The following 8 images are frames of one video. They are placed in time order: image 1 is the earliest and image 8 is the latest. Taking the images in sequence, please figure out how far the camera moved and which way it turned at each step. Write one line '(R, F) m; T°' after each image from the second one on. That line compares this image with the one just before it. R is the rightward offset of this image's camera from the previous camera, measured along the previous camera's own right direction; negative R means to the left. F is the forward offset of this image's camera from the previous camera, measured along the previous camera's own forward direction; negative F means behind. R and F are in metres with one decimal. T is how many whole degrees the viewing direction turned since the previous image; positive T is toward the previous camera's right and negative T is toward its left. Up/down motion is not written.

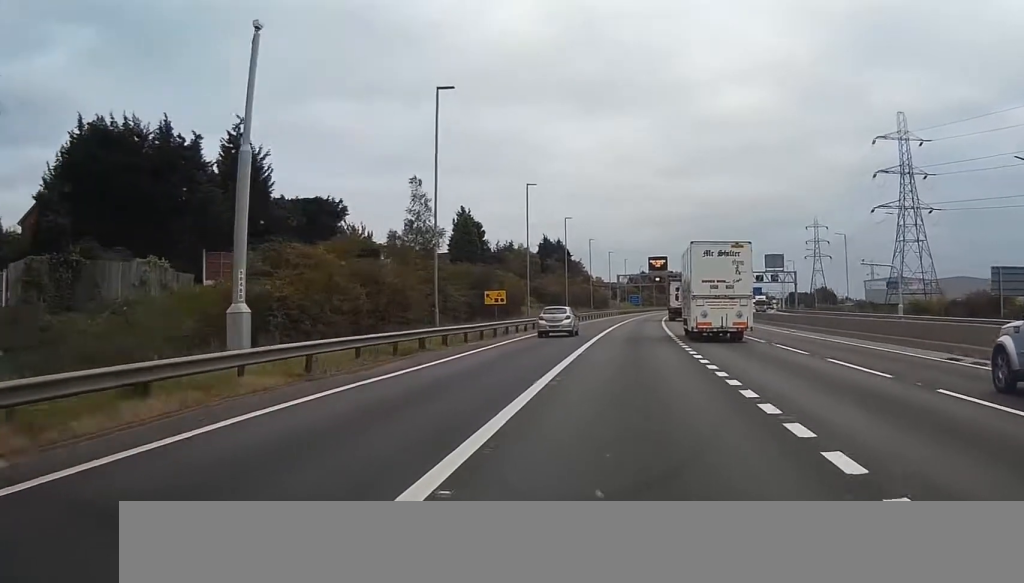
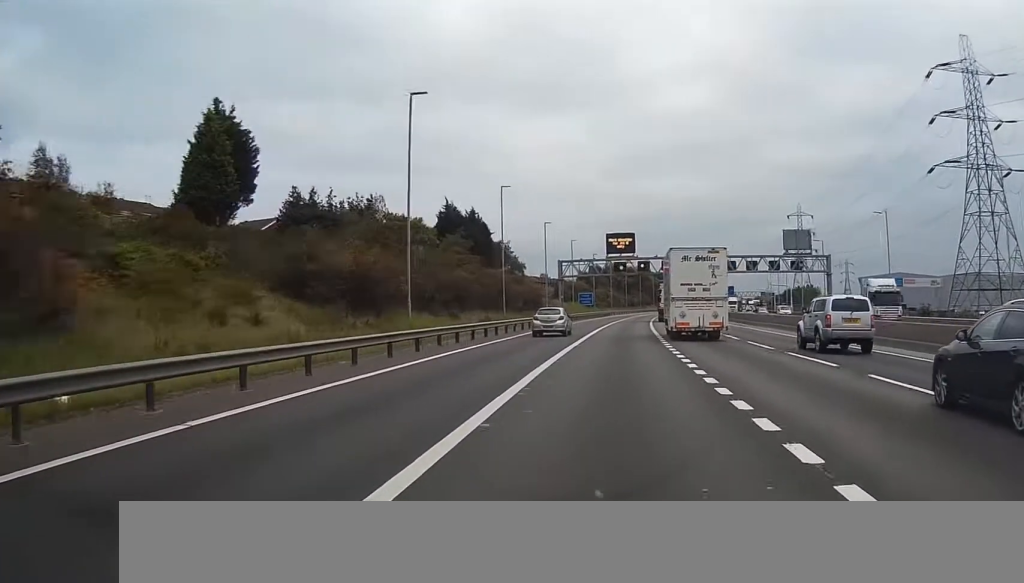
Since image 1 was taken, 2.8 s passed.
(+1.8, +65.9) m; +3°
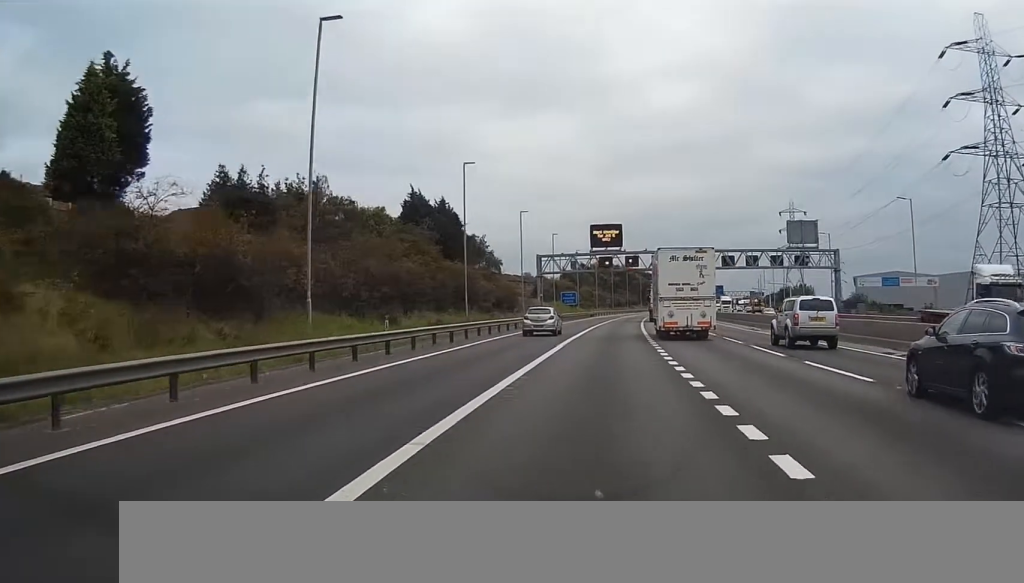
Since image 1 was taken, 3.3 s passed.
(-0.1, +12.9) m; 0°
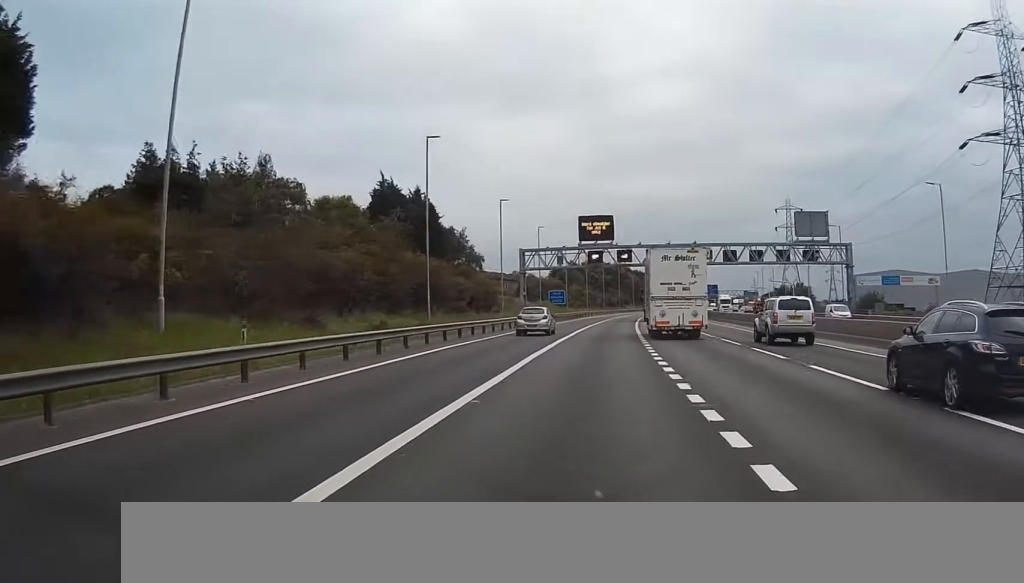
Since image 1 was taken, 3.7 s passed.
(+0.1, +10.7) m; +1°
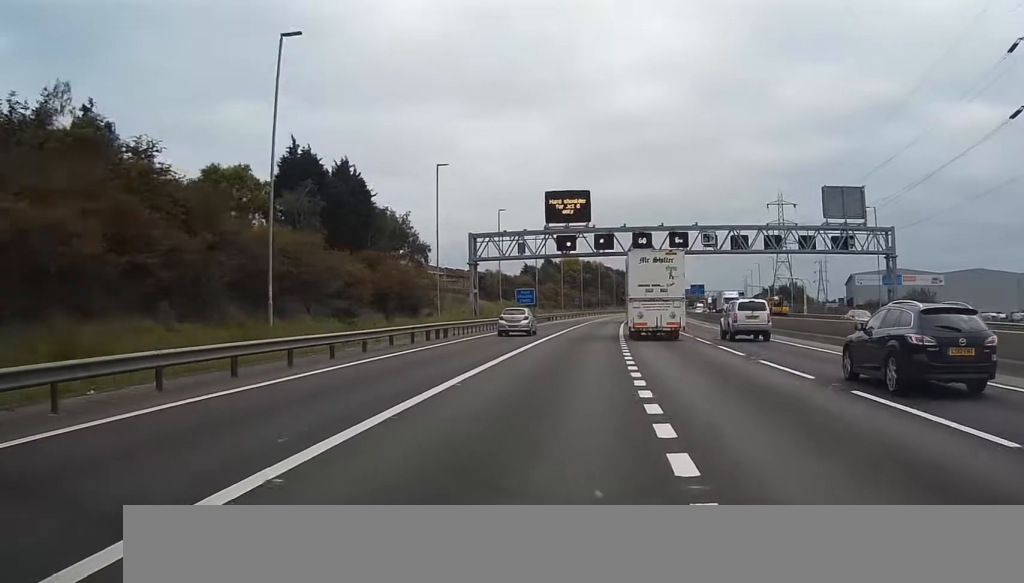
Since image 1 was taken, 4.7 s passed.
(+0.4, +23.9) m; +1°
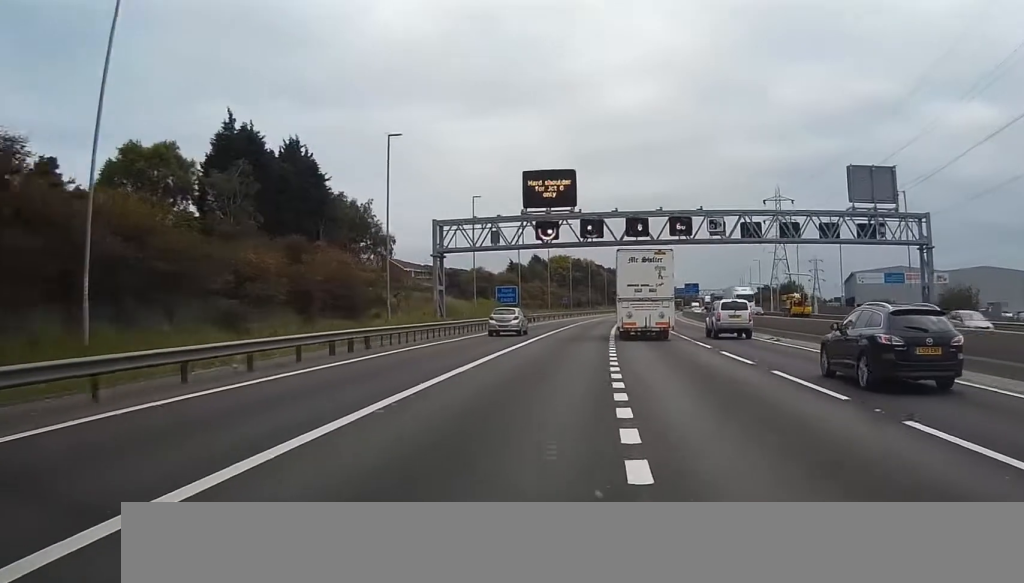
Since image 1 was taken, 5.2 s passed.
(0.0, +12.2) m; +1°
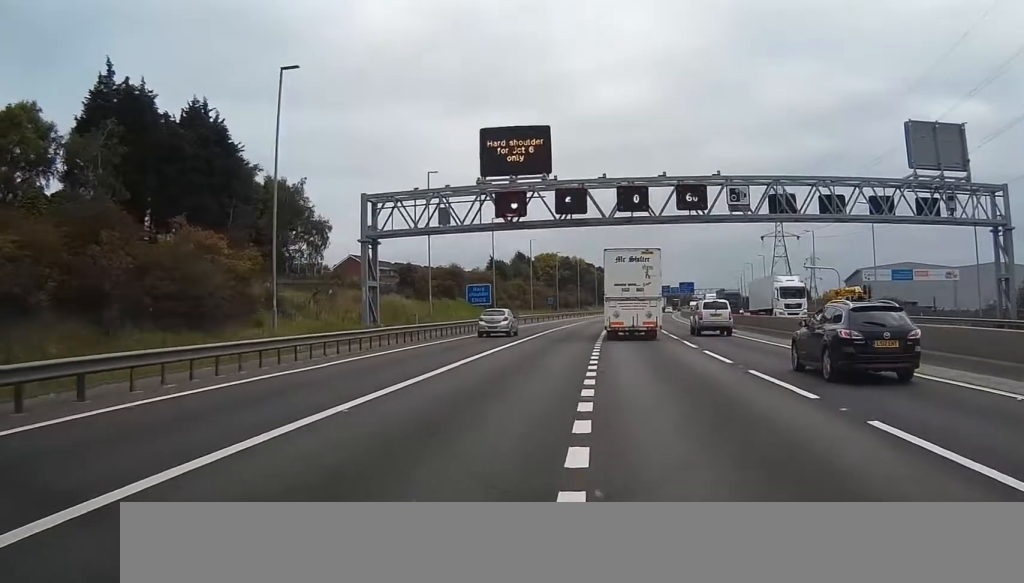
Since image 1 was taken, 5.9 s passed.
(+0.2, +17.3) m; +1°
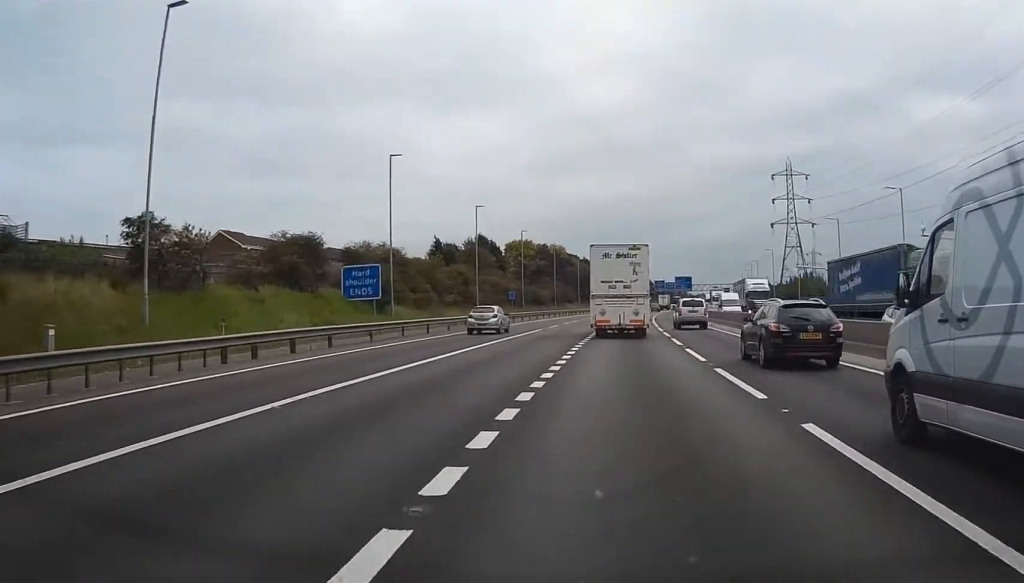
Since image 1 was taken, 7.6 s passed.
(+0.8, +42.6) m; +2°
